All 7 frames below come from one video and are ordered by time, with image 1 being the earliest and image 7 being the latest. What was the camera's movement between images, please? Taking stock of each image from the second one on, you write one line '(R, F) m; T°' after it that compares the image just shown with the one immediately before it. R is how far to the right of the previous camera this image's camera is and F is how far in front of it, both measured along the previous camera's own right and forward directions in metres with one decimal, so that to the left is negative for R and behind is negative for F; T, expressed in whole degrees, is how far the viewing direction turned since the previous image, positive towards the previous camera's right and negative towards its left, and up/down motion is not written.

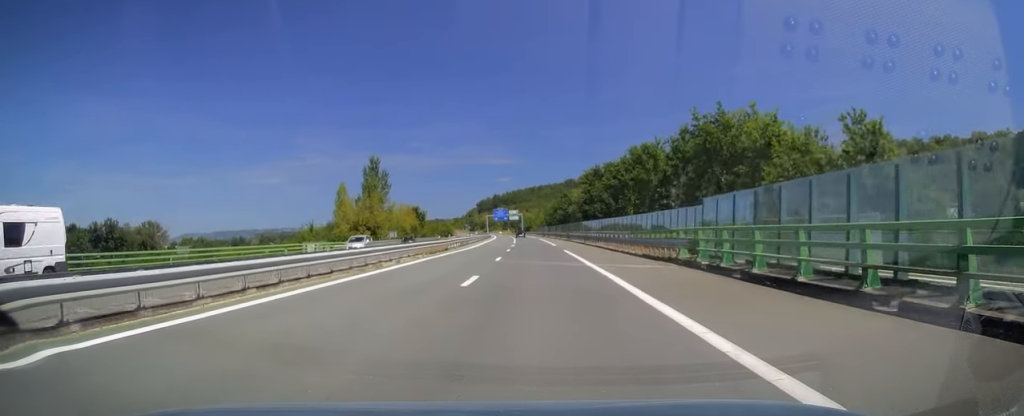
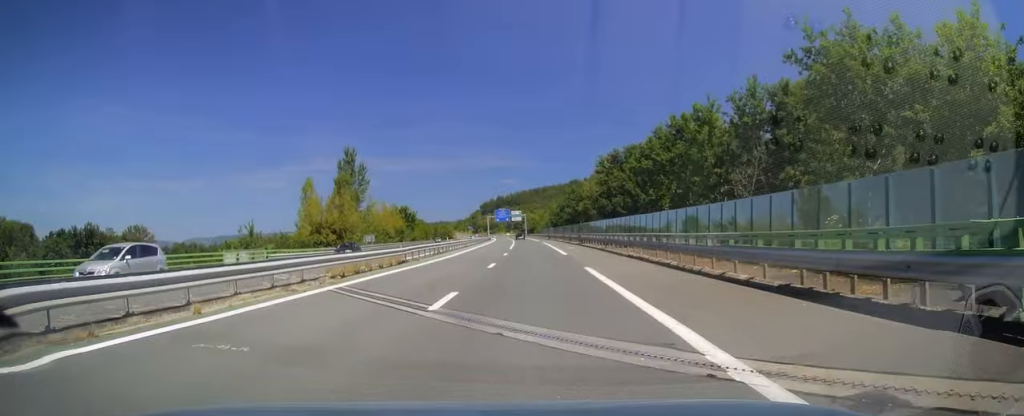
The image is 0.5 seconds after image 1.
(0.0, +16.3) m; 0°
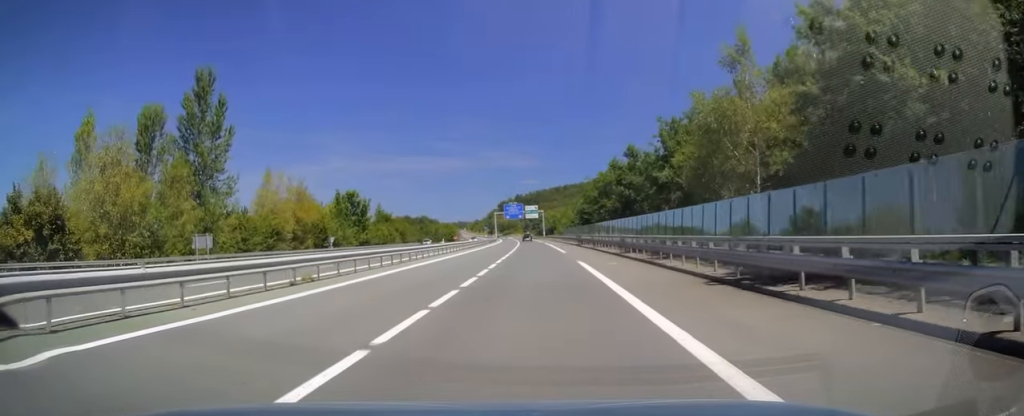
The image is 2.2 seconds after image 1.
(-0.4, +47.8) m; -2°
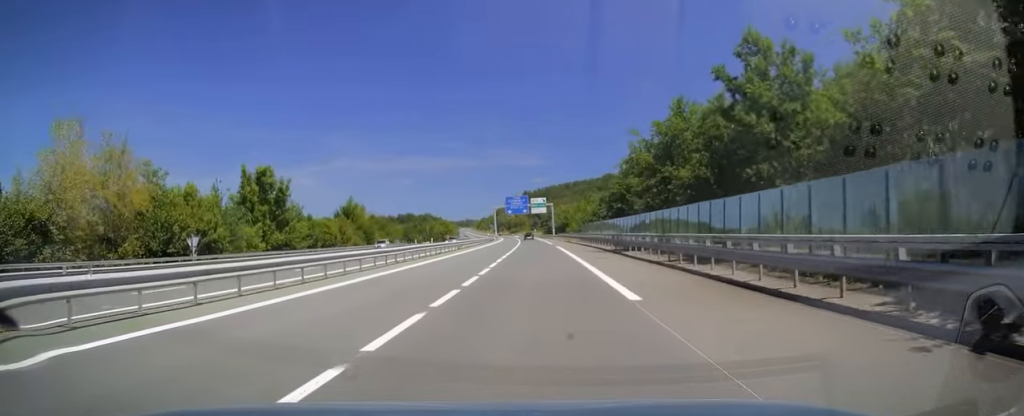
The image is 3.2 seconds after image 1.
(-0.4, +29.6) m; -1°
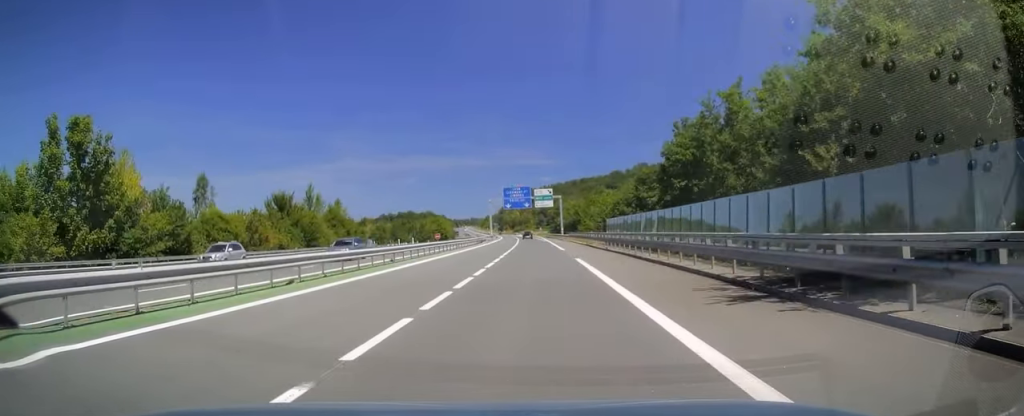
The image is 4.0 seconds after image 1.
(-0.1, +26.1) m; -1°
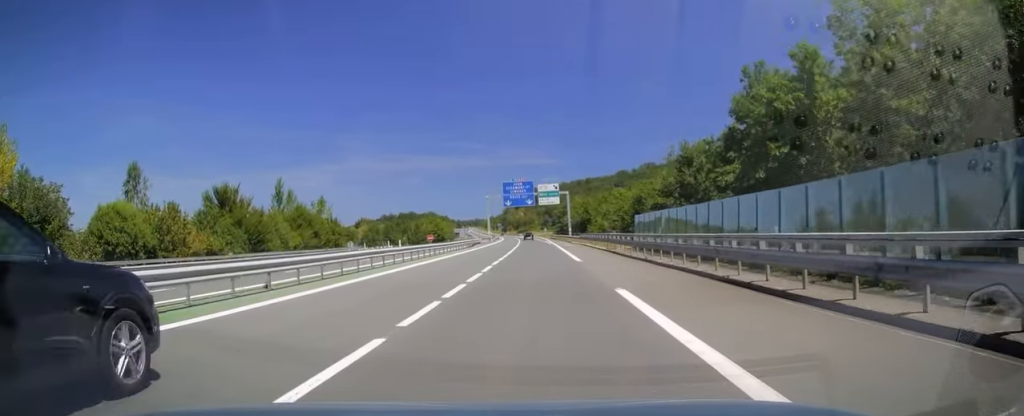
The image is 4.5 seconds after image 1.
(-0.1, +14.3) m; 0°
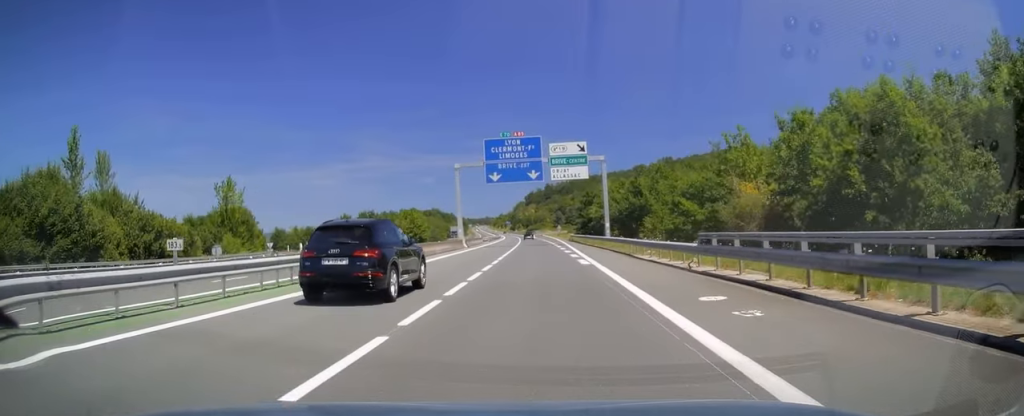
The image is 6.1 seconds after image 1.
(-0.4, +46.3) m; -1°
